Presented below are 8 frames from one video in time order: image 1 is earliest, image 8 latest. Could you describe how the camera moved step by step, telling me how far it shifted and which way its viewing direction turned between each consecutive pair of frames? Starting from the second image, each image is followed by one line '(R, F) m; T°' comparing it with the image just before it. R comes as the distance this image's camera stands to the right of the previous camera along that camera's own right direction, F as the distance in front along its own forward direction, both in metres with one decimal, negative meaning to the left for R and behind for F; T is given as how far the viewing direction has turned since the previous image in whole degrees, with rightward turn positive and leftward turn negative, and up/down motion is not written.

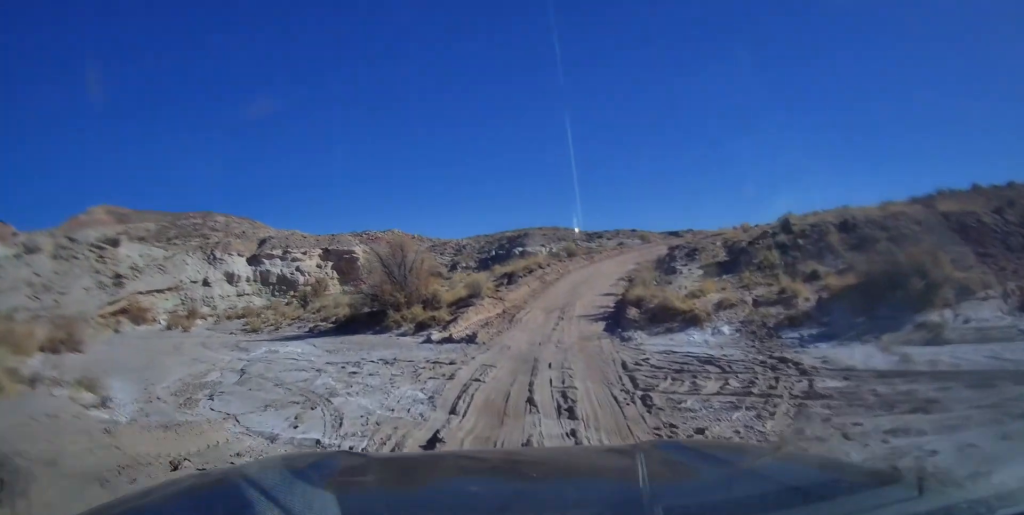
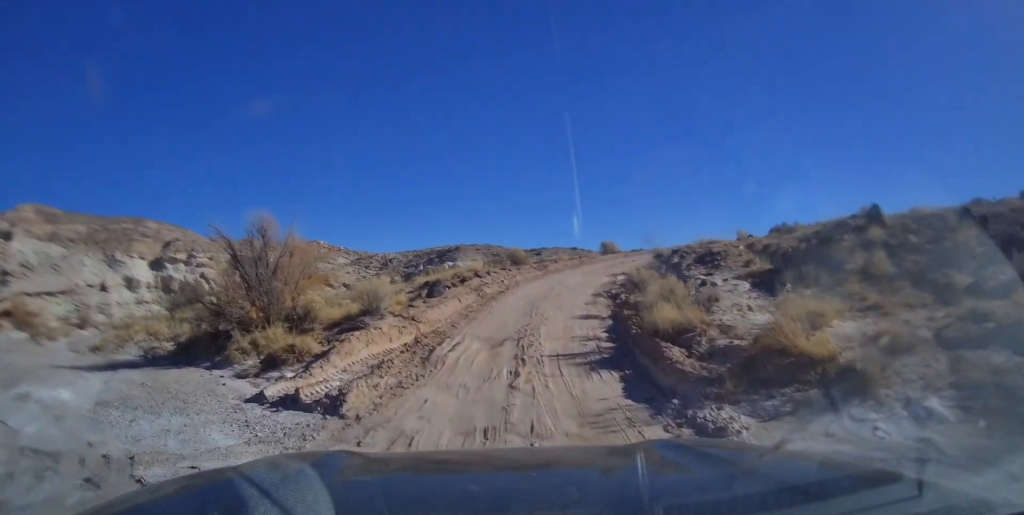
(+1.3, +17.5) m; +10°
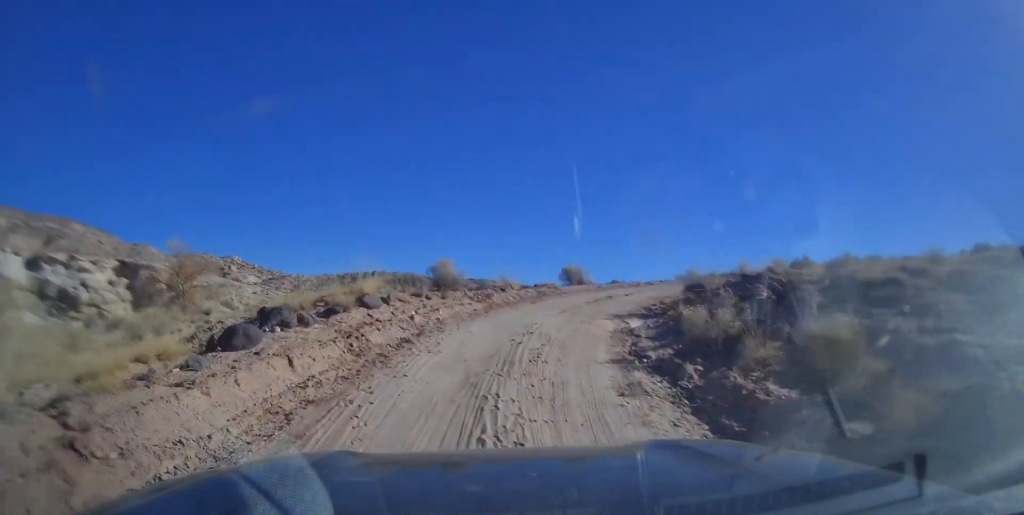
(+0.8, +10.6) m; +10°
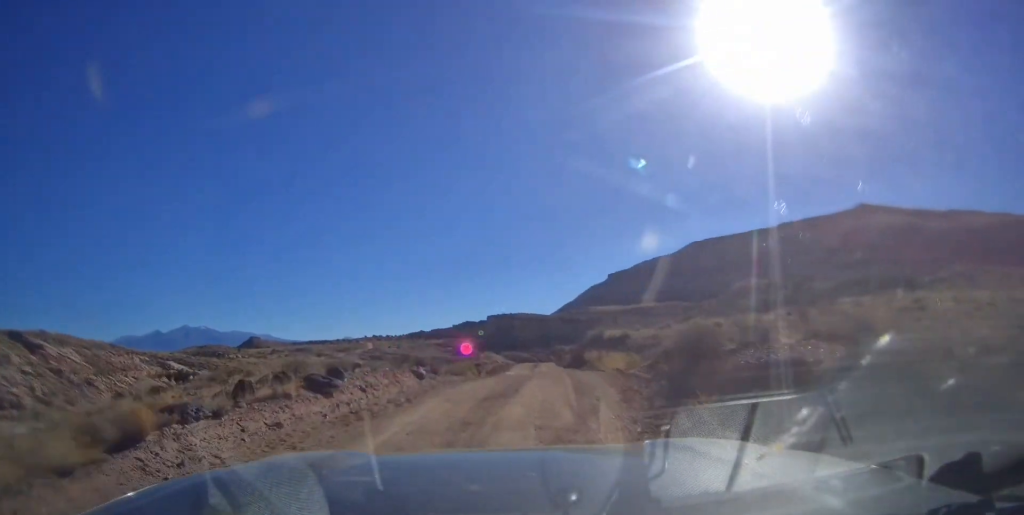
(+6.9, +23.1) m; +37°
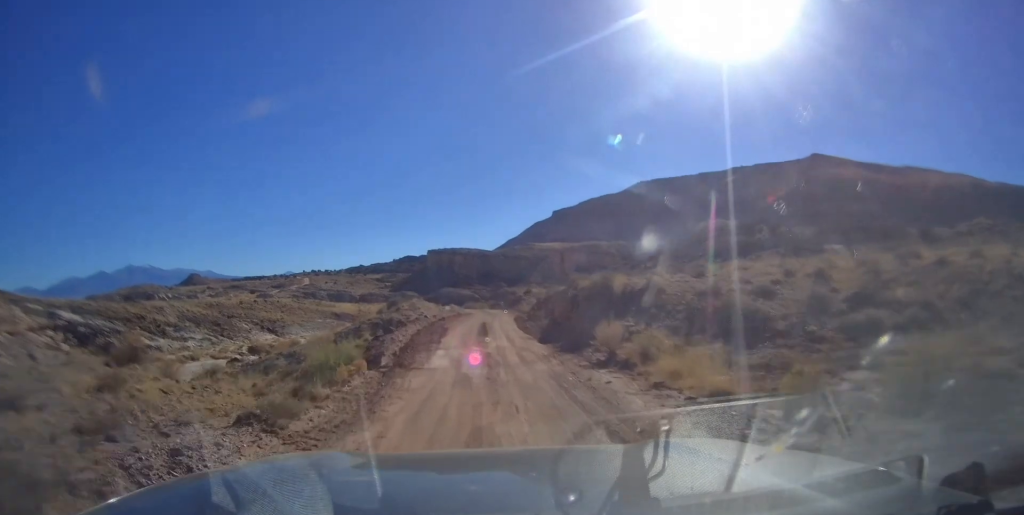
(+2.4, +13.6) m; +16°
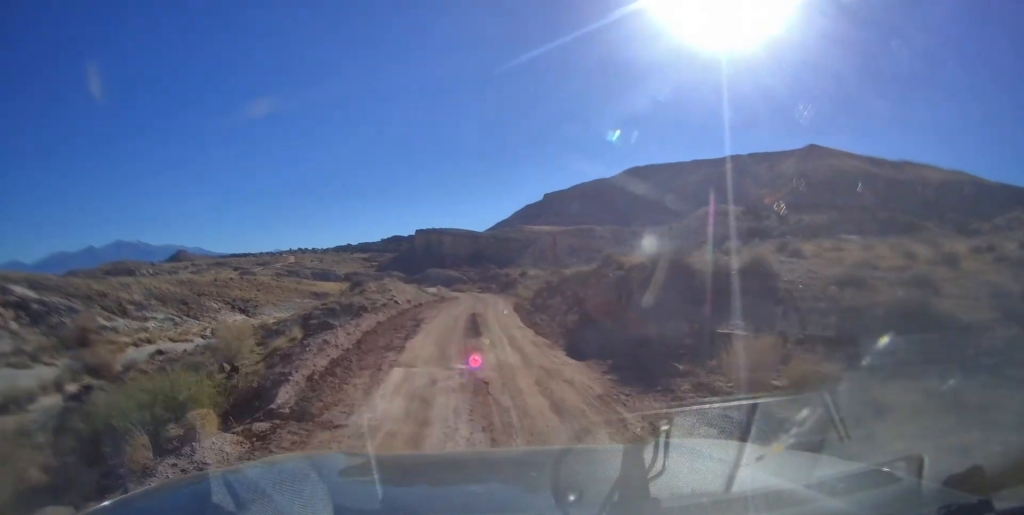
(+0.6, +6.7) m; +5°
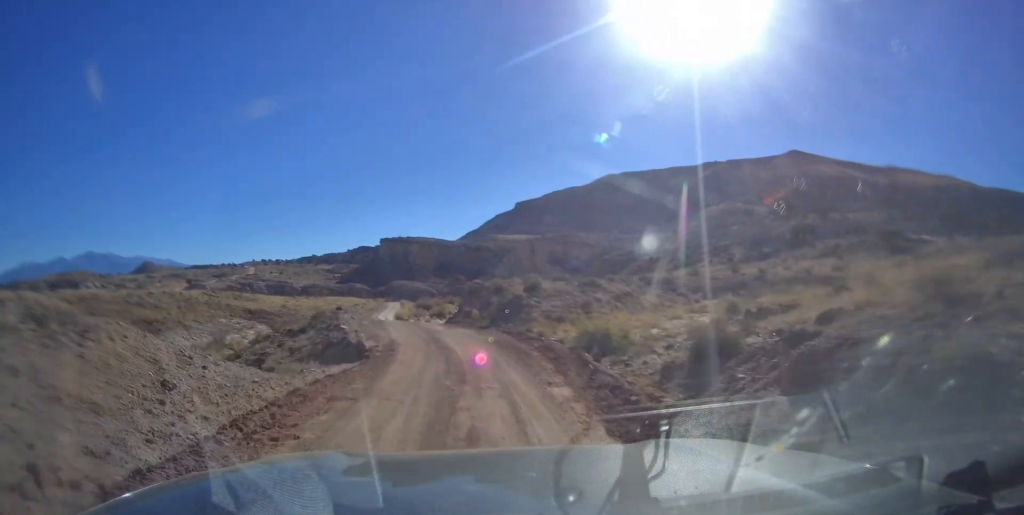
(+1.4, +23.1) m; +3°
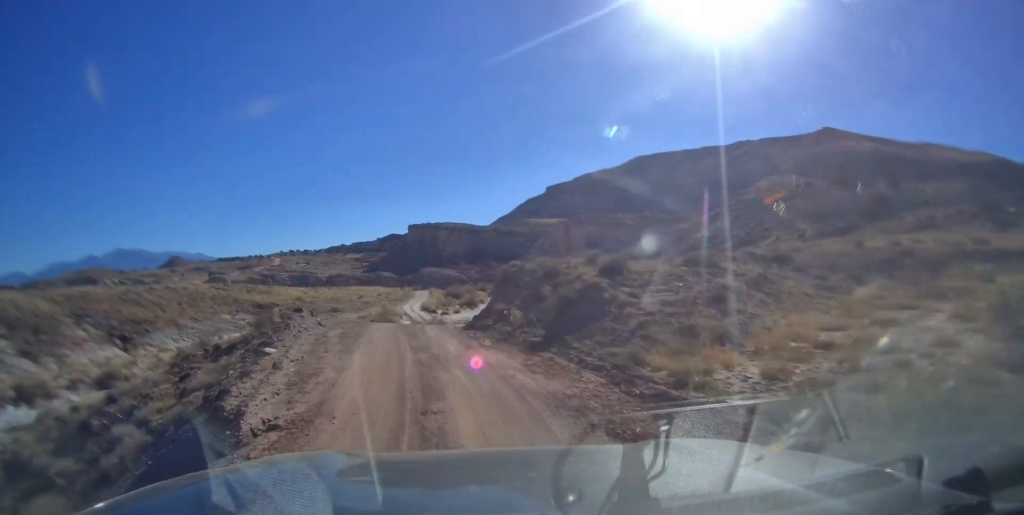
(-0.1, +11.8) m; -1°
